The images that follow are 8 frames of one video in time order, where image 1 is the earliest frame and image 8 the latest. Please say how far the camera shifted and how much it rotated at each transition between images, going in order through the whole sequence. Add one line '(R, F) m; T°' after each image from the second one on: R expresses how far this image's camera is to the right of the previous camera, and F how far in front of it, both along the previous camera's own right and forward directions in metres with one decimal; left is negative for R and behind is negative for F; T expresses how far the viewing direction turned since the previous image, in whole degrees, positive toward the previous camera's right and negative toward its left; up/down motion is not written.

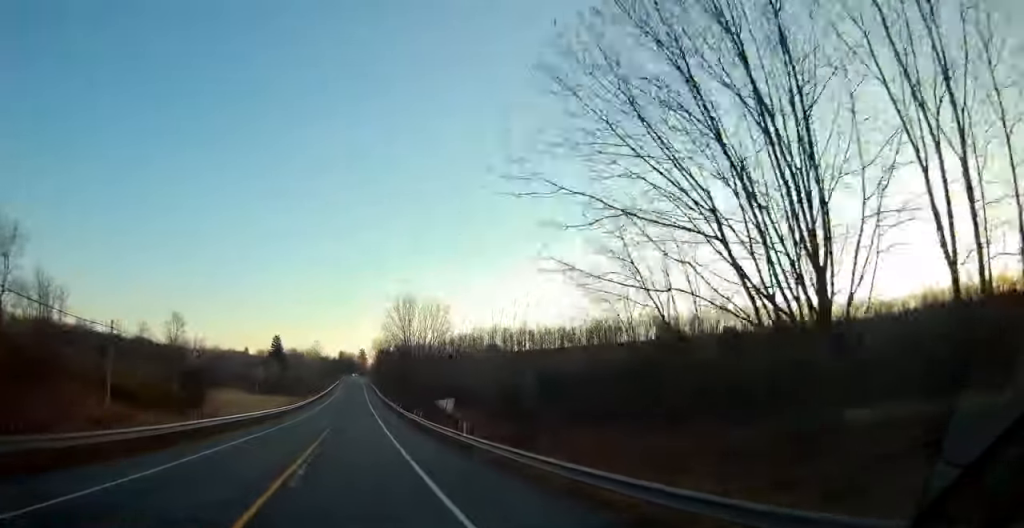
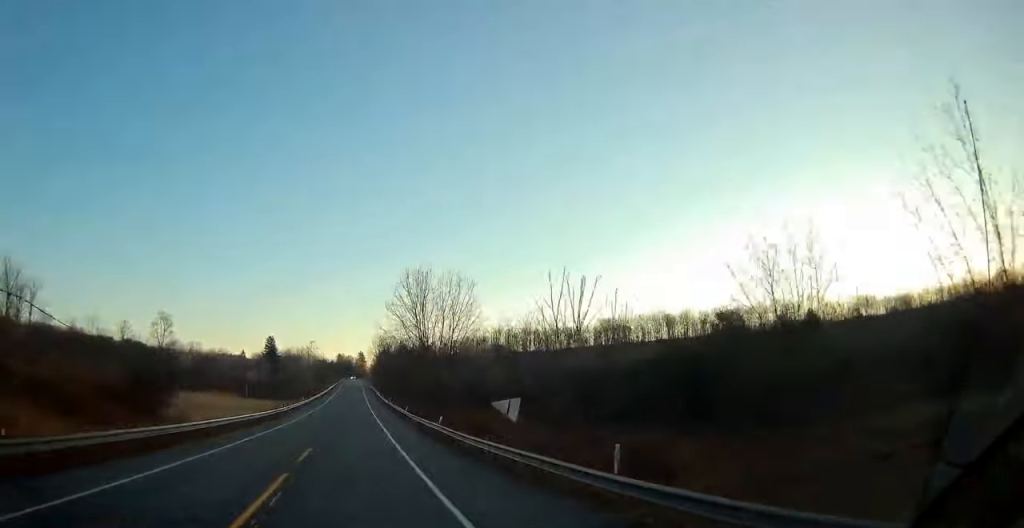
(+0.1, +14.6) m; 0°
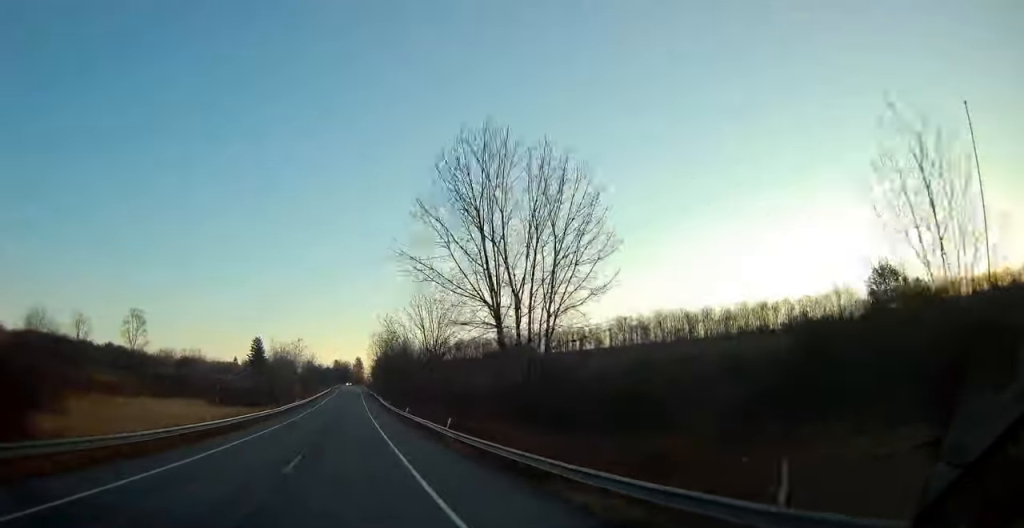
(-0.1, +27.5) m; 0°
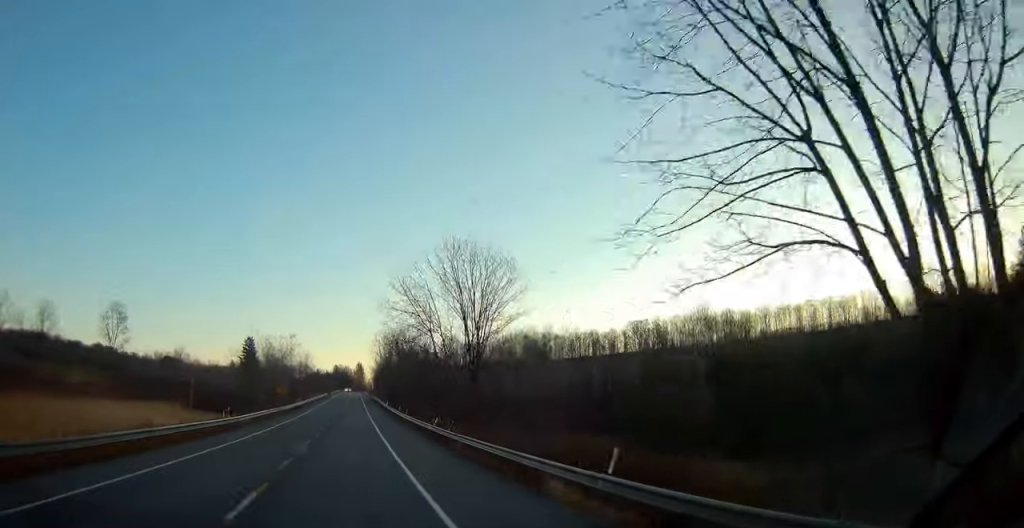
(0.0, +18.4) m; 0°
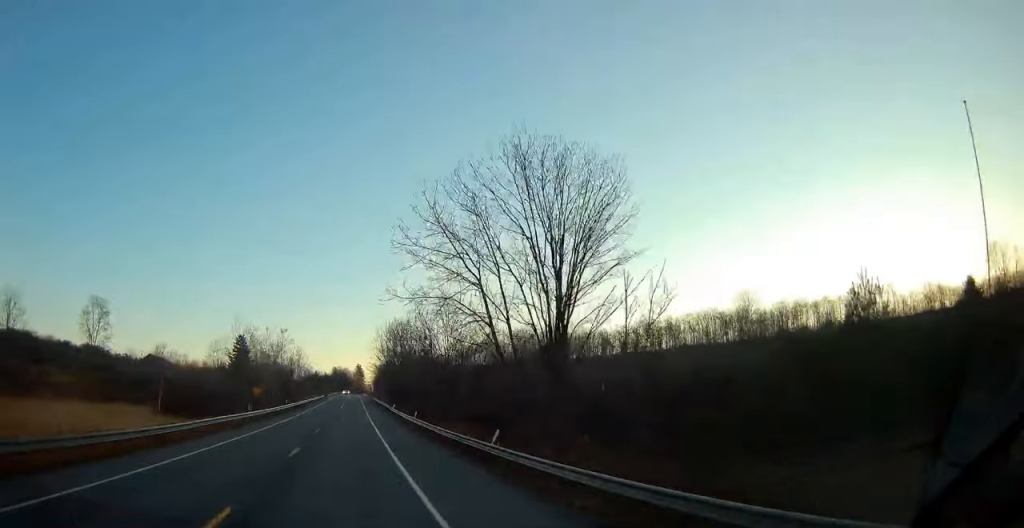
(+0.2, +14.3) m; +1°
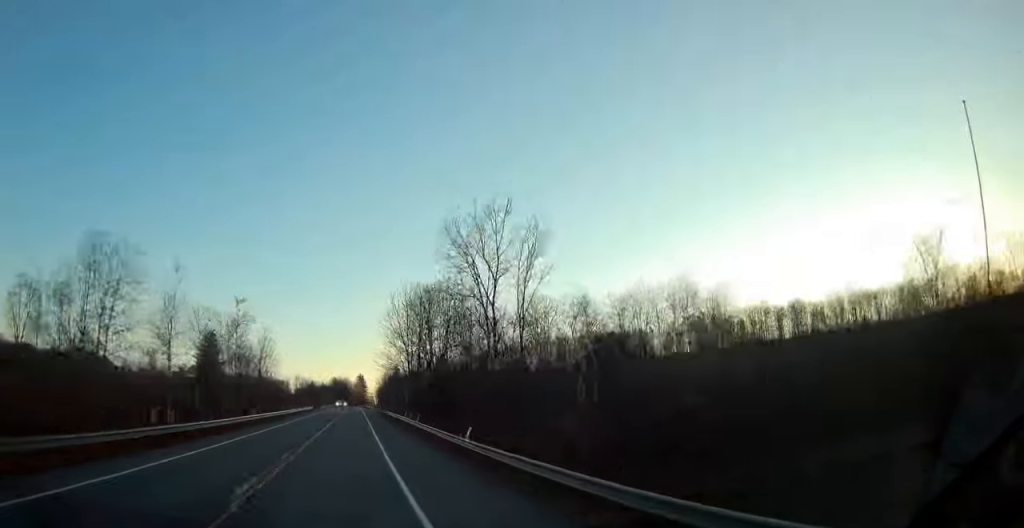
(0.0, +43.0) m; -1°
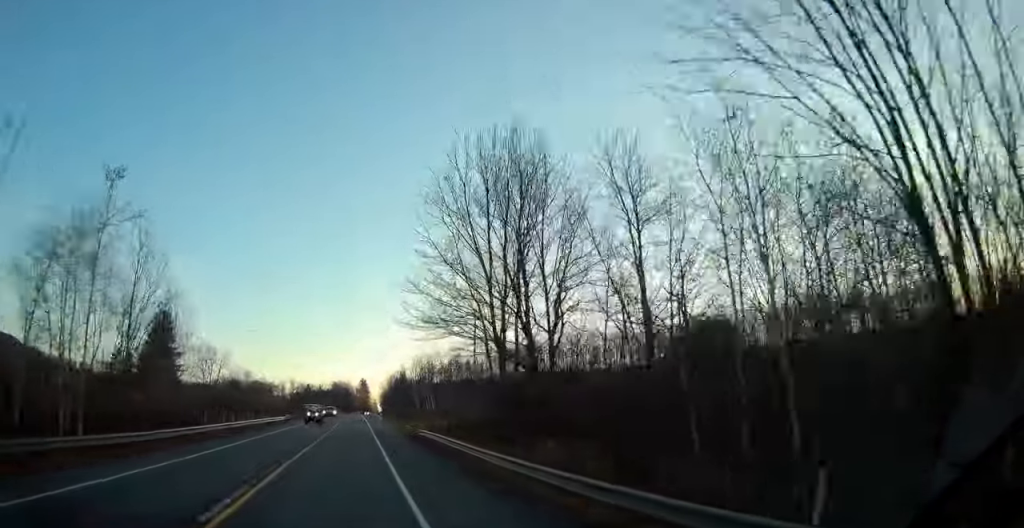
(-0.5, +39.7) m; 0°
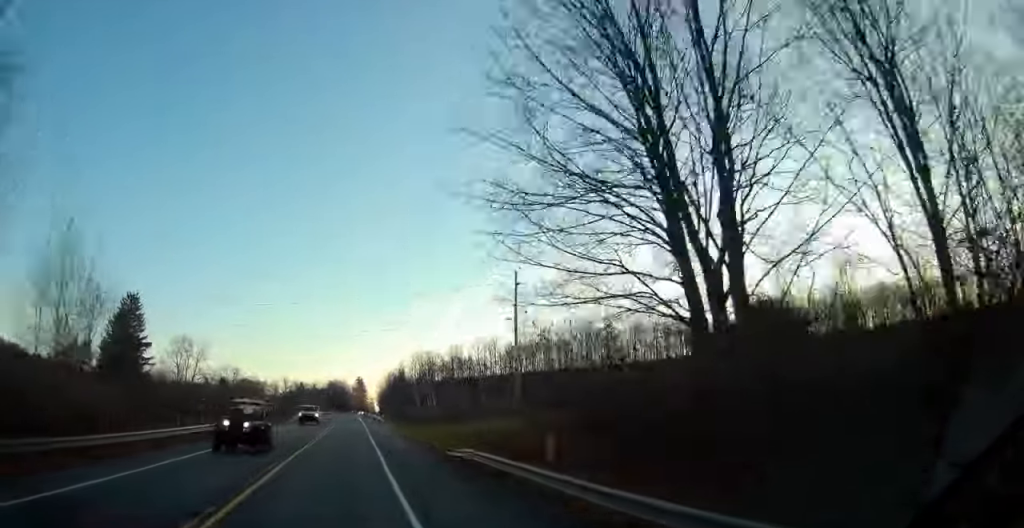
(+0.2, +15.8) m; +1°
